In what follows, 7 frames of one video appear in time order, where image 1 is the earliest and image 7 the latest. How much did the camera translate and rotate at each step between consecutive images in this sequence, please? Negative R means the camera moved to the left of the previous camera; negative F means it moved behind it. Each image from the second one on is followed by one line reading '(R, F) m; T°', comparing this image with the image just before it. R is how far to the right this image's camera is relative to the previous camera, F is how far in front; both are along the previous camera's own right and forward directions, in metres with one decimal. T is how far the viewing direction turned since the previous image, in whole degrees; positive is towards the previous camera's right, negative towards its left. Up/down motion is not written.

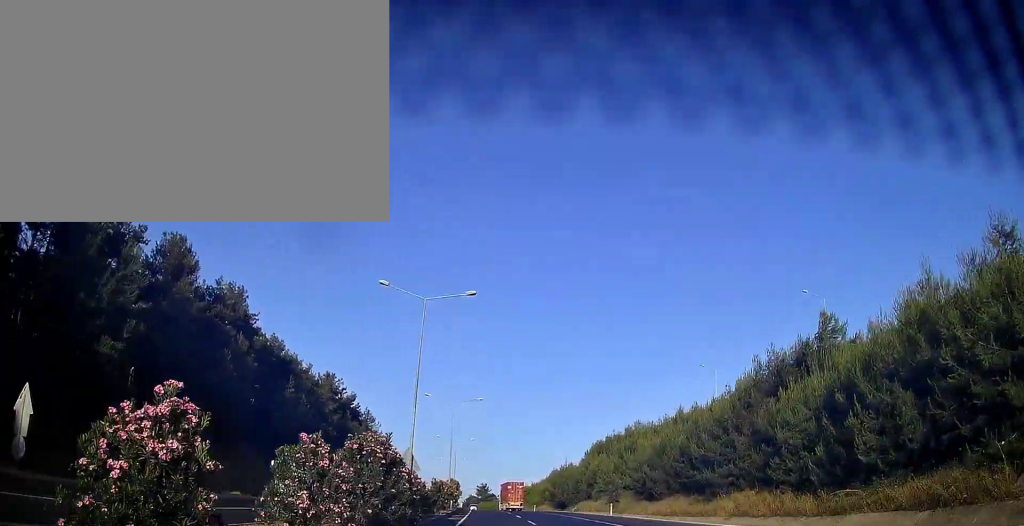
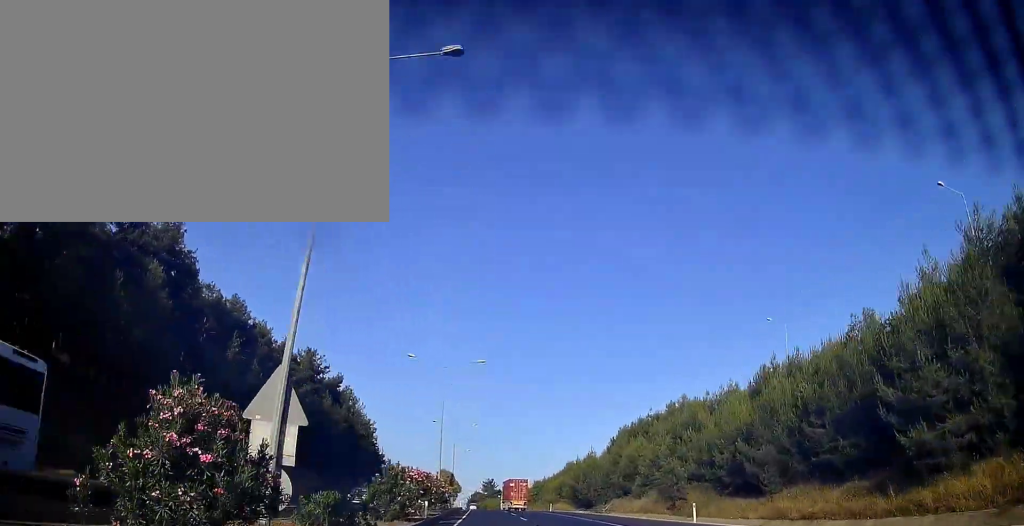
(-0.3, +18.6) m; -1°
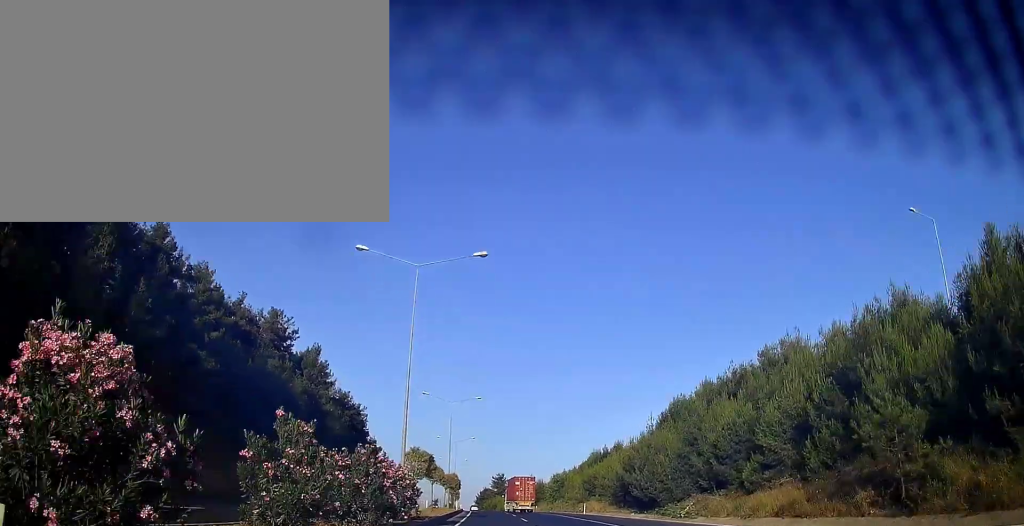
(-0.2, +23.3) m; -1°
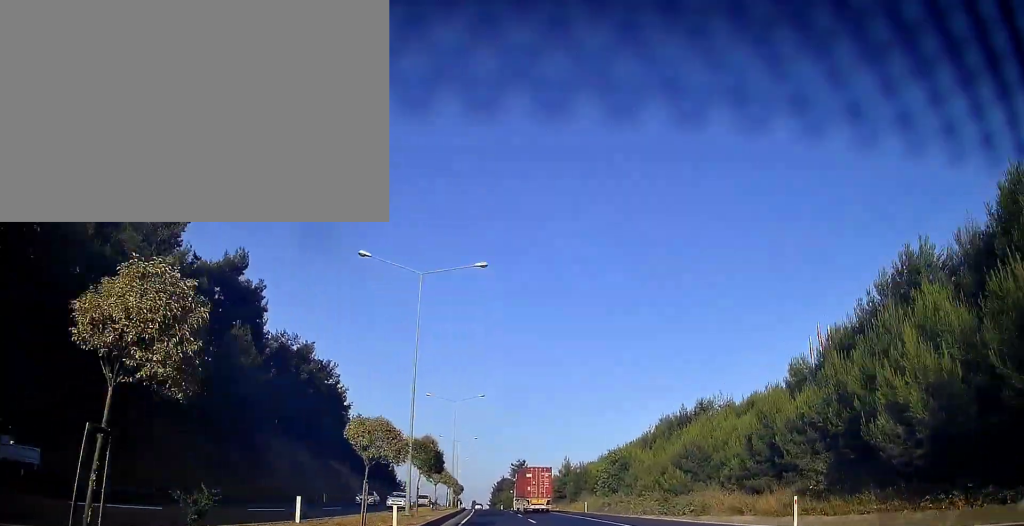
(-0.4, +39.1) m; -2°
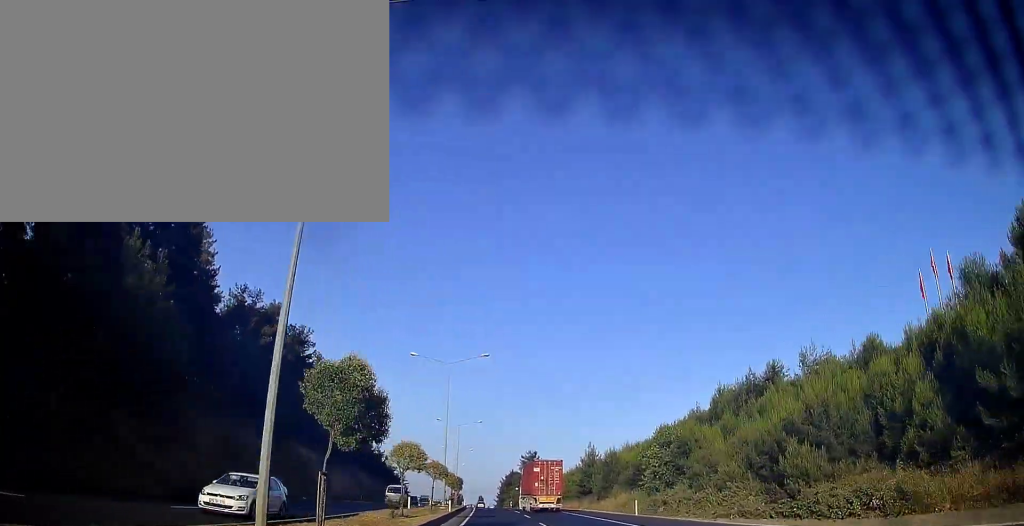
(-0.2, +18.6) m; -1°
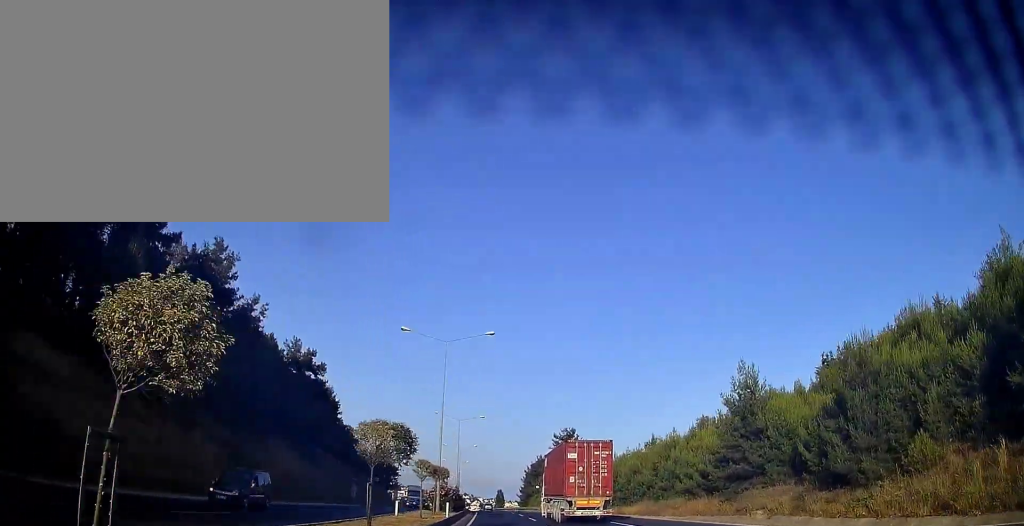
(-0.8, +48.4) m; -2°
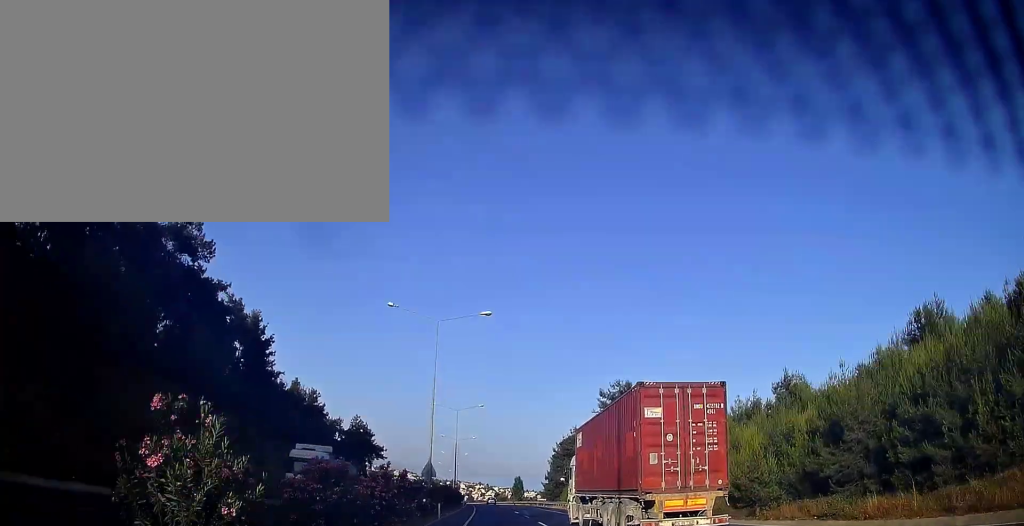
(-0.6, +44.7) m; -2°
